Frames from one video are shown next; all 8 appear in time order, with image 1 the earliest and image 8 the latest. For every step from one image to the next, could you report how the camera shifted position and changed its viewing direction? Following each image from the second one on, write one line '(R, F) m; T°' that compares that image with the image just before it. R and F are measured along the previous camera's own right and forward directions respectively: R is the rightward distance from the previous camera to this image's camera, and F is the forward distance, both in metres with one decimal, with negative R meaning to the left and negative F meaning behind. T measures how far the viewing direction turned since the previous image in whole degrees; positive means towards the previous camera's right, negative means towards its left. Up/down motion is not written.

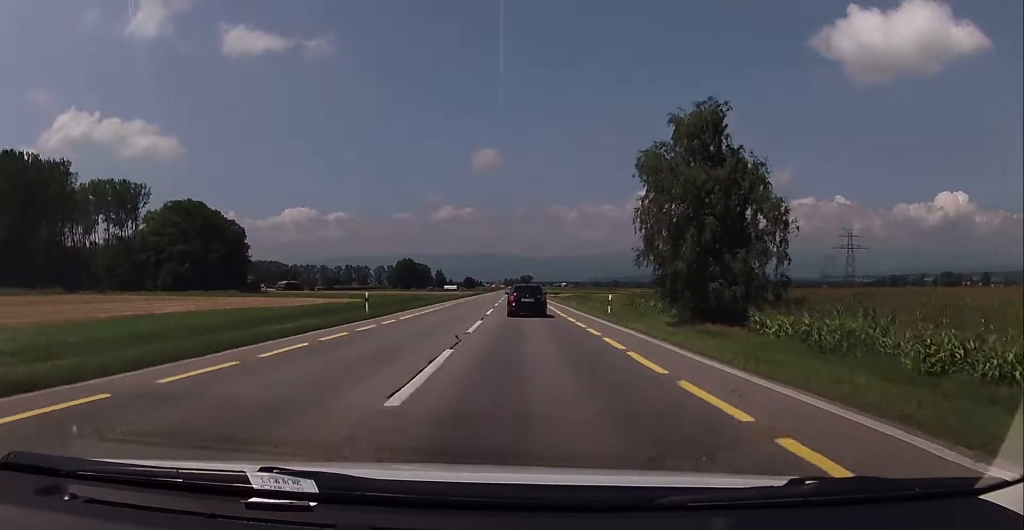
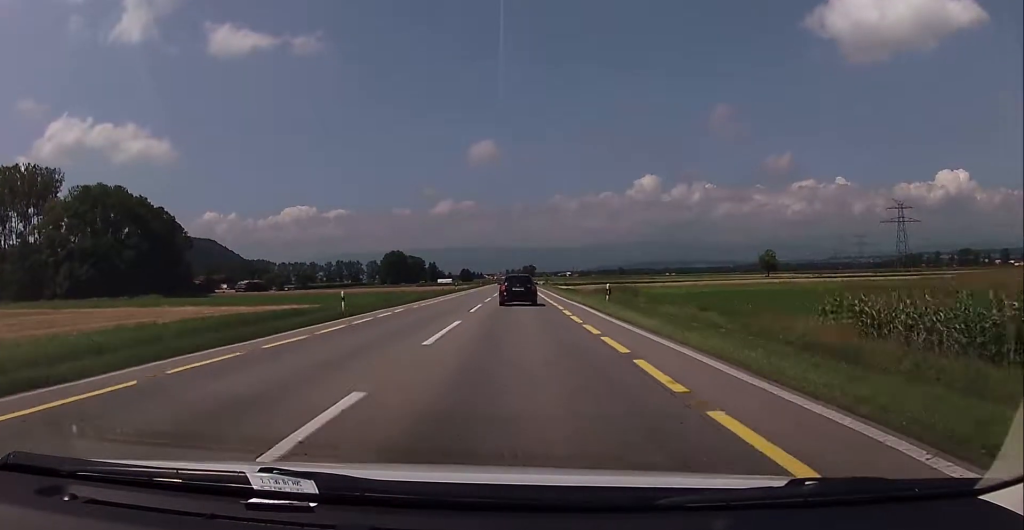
(-0.3, +54.1) m; 0°
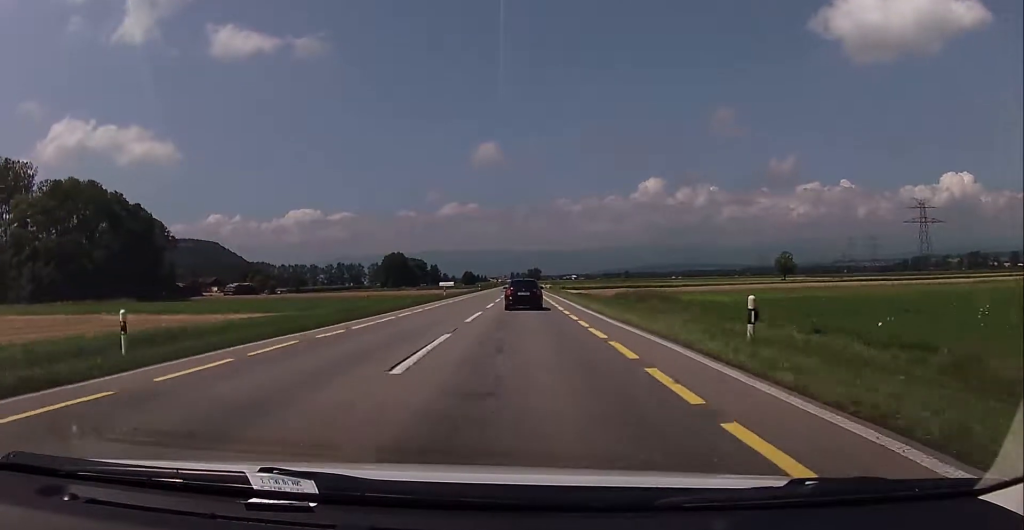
(-0.1, +16.6) m; 0°
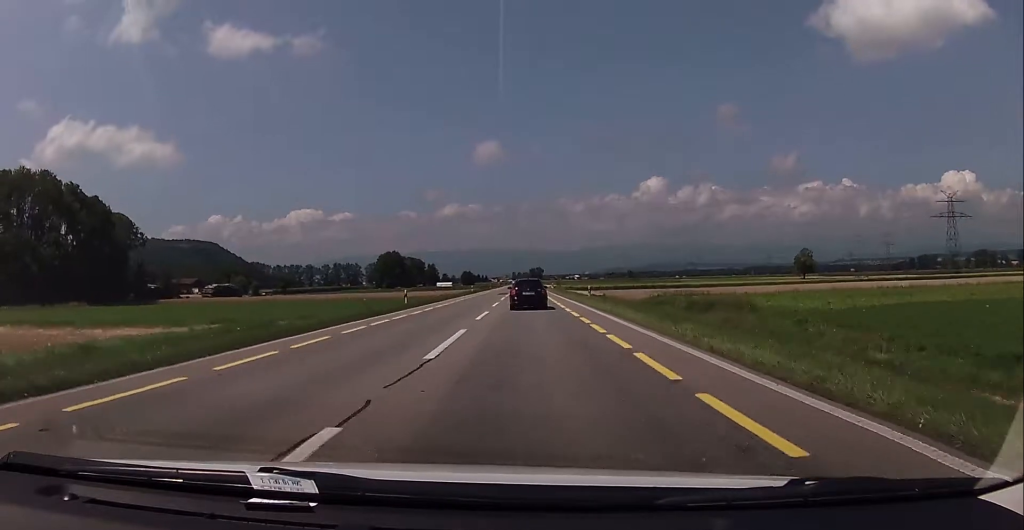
(-0.1, +22.4) m; -1°
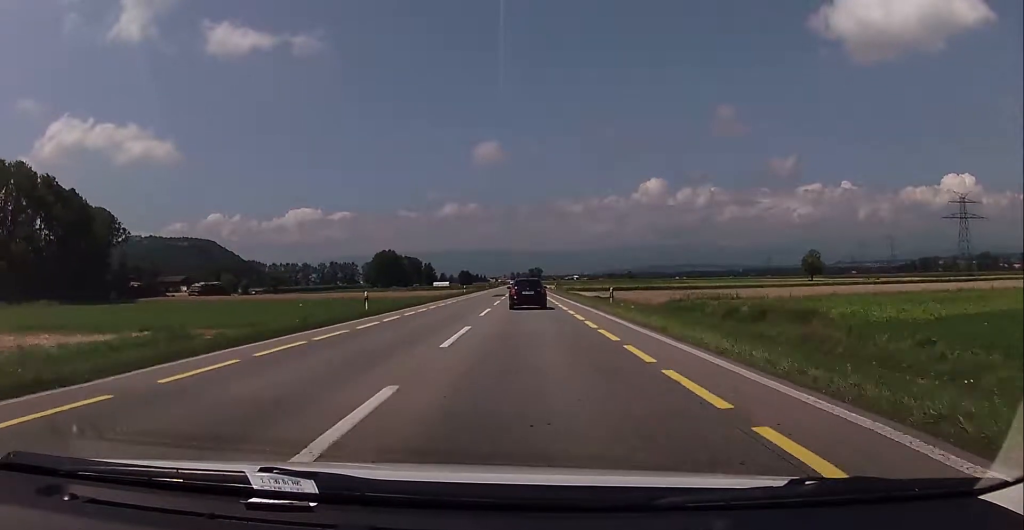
(+0.2, +10.2) m; -1°
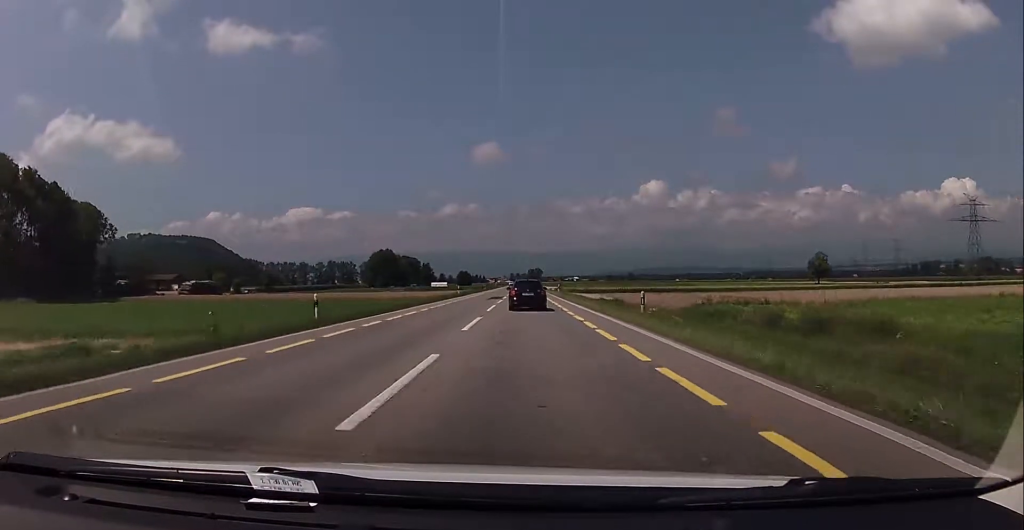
(-0.3, +7.6) m; 0°
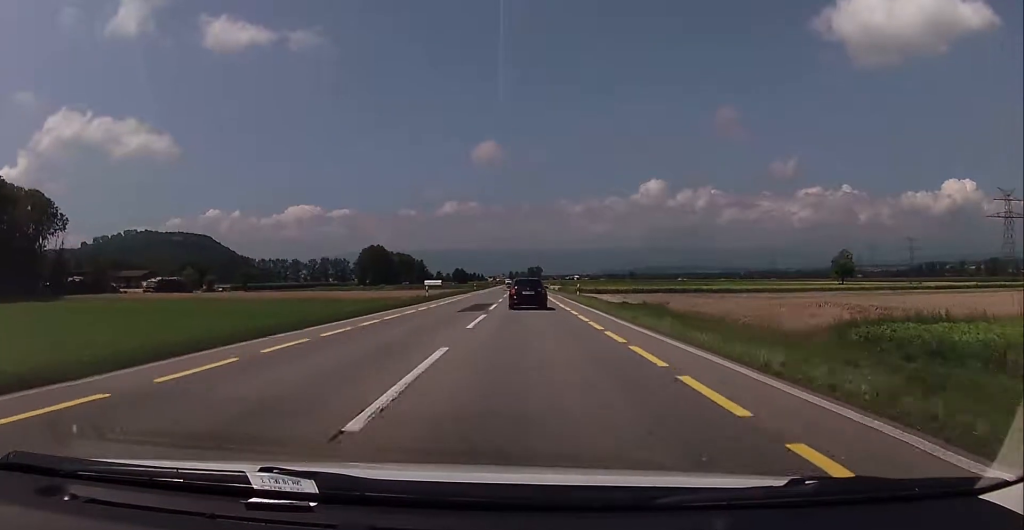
(+0.1, +24.6) m; +1°
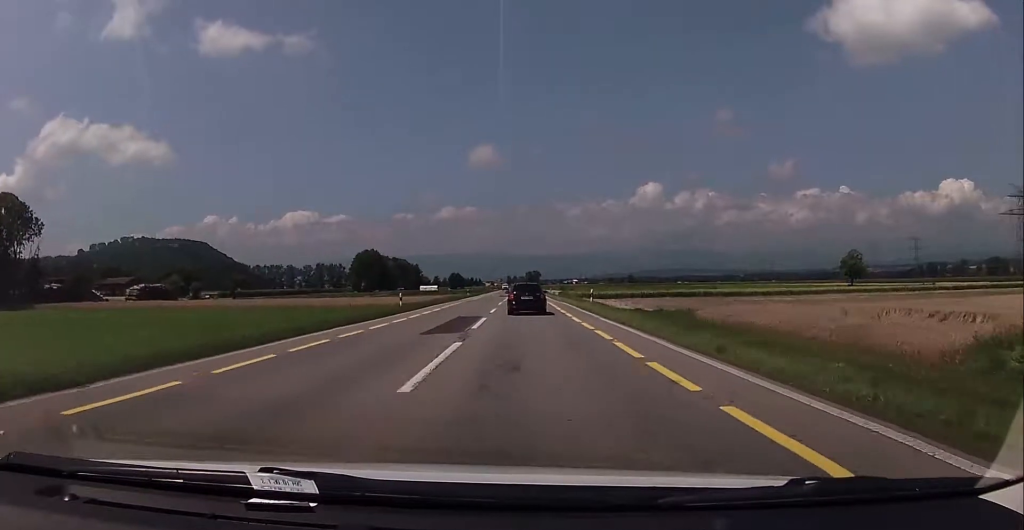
(+0.1, +10.1) m; 0°
